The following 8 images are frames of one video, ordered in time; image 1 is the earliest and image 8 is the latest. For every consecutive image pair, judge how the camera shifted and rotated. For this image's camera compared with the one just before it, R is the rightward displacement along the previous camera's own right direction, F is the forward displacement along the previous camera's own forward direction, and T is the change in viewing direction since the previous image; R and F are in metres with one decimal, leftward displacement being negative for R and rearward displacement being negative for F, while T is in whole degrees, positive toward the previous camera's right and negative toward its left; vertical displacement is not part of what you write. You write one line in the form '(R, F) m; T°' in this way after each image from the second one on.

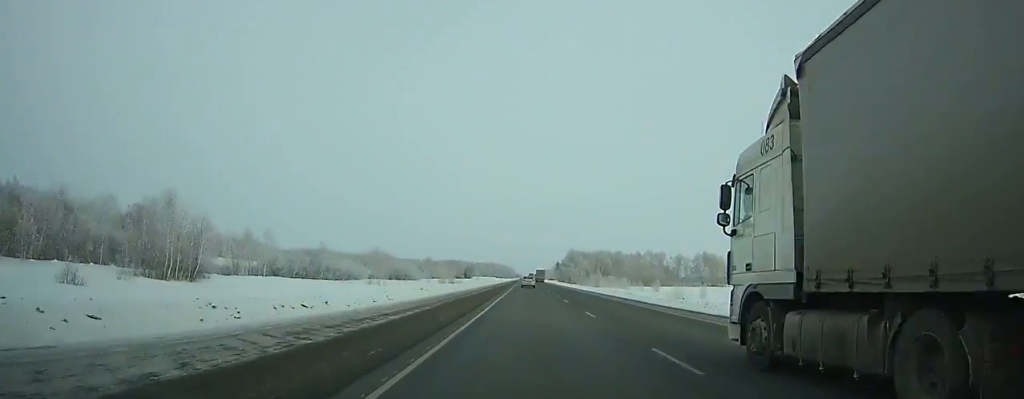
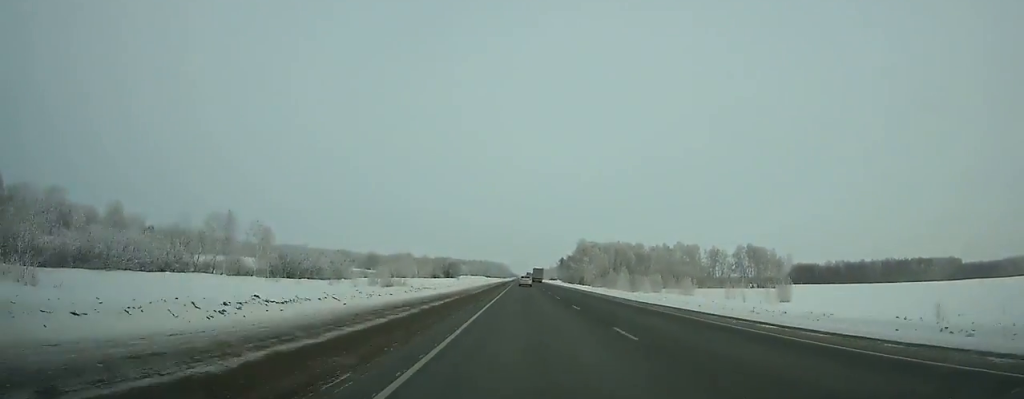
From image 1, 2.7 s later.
(0.0, +80.7) m; 0°
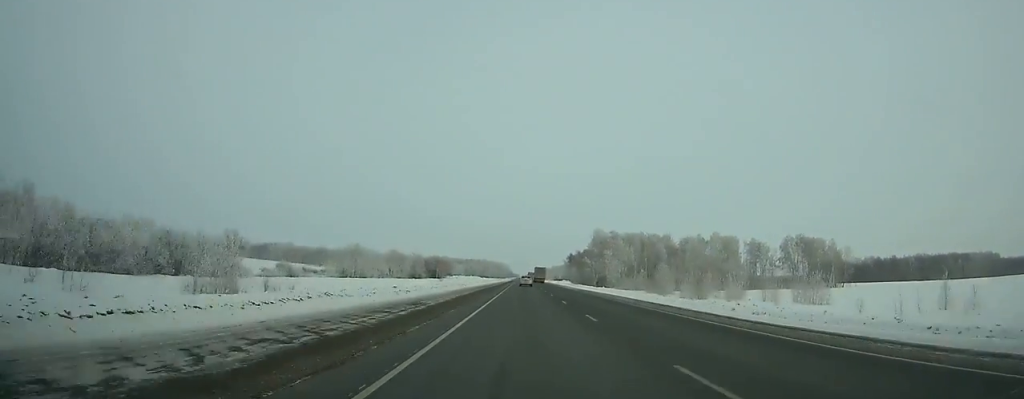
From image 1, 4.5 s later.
(0.0, +54.3) m; 0°
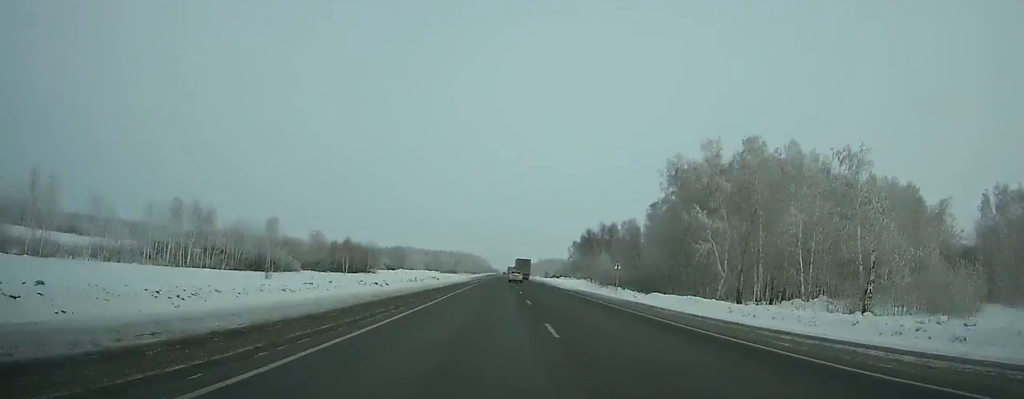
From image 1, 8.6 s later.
(+1.1, +121.3) m; +1°
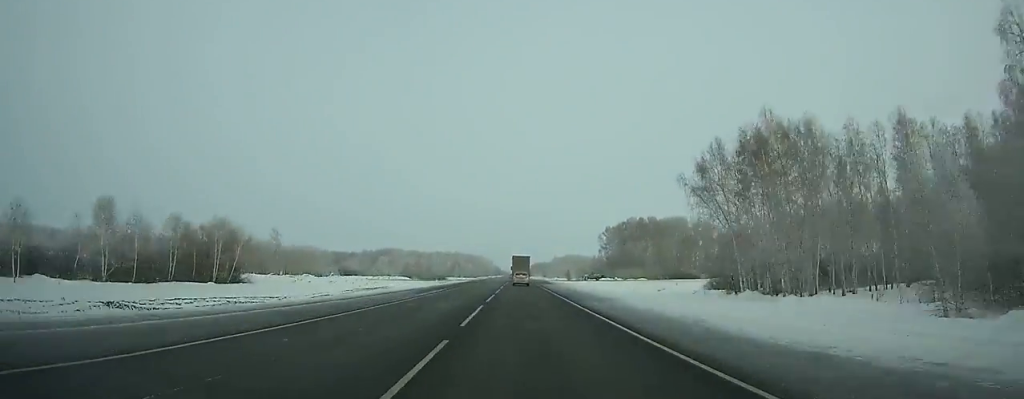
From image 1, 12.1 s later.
(+0.2, +97.2) m; 0°
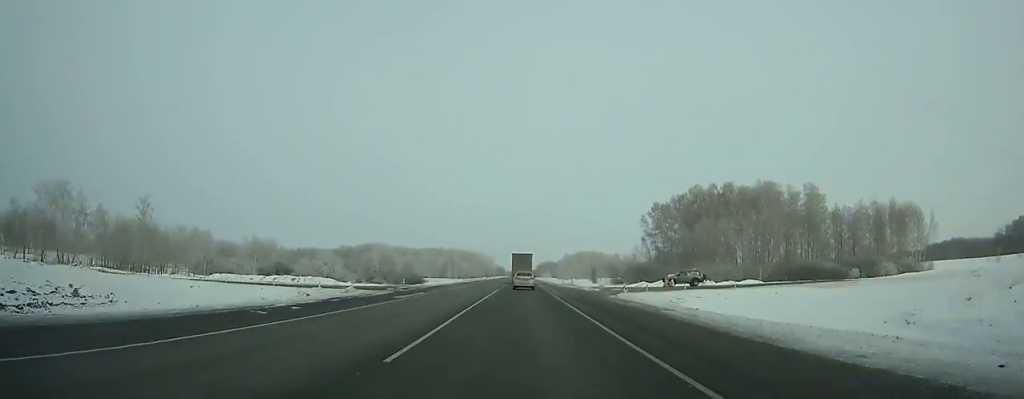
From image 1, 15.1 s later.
(-0.3, +77.4) m; -1°
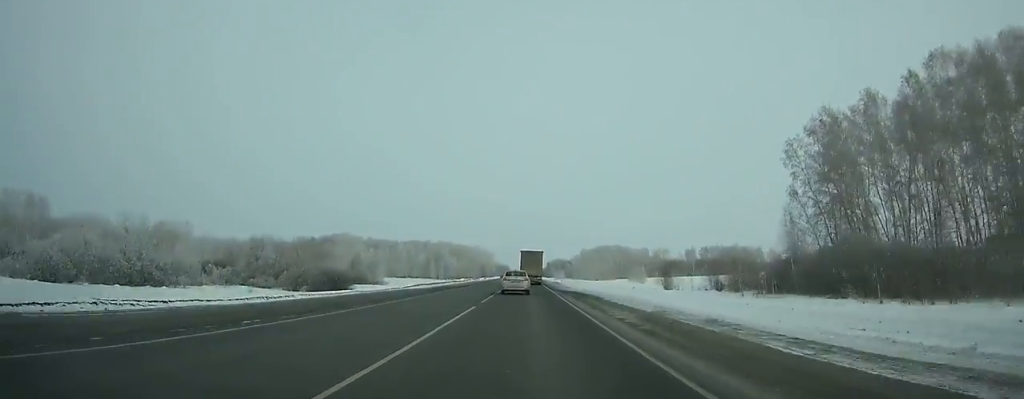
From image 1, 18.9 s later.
(-0.6, +92.9) m; 0°
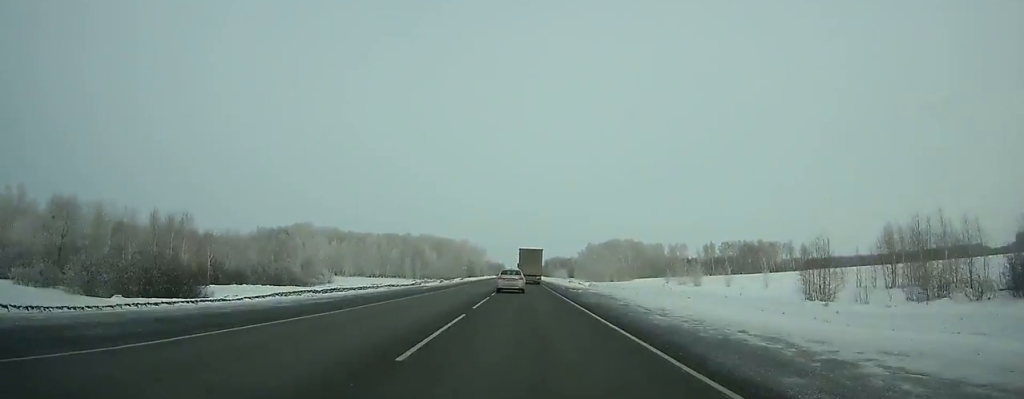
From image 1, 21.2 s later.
(+0.2, +55.6) m; 0°
